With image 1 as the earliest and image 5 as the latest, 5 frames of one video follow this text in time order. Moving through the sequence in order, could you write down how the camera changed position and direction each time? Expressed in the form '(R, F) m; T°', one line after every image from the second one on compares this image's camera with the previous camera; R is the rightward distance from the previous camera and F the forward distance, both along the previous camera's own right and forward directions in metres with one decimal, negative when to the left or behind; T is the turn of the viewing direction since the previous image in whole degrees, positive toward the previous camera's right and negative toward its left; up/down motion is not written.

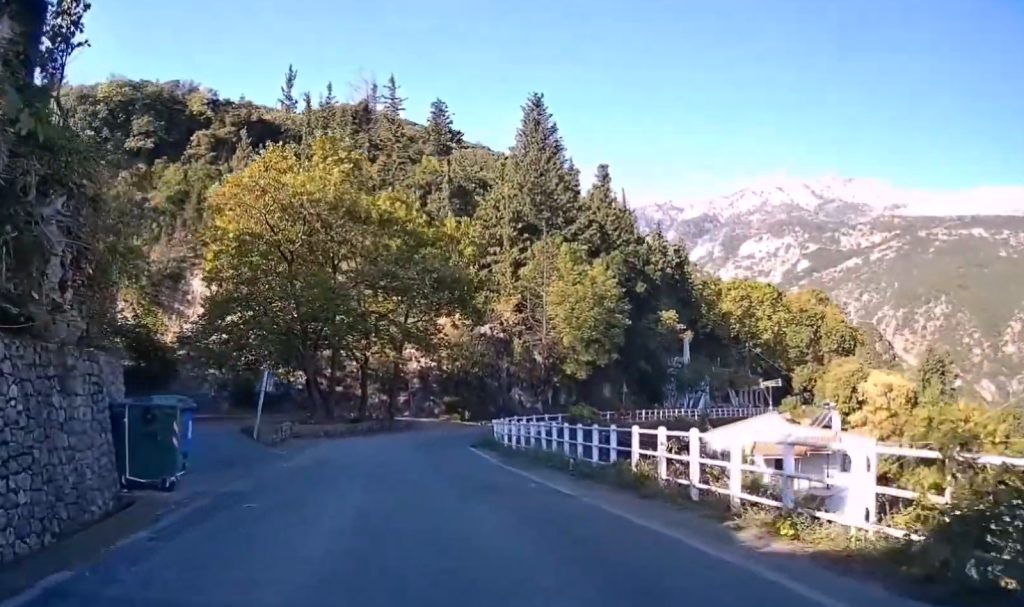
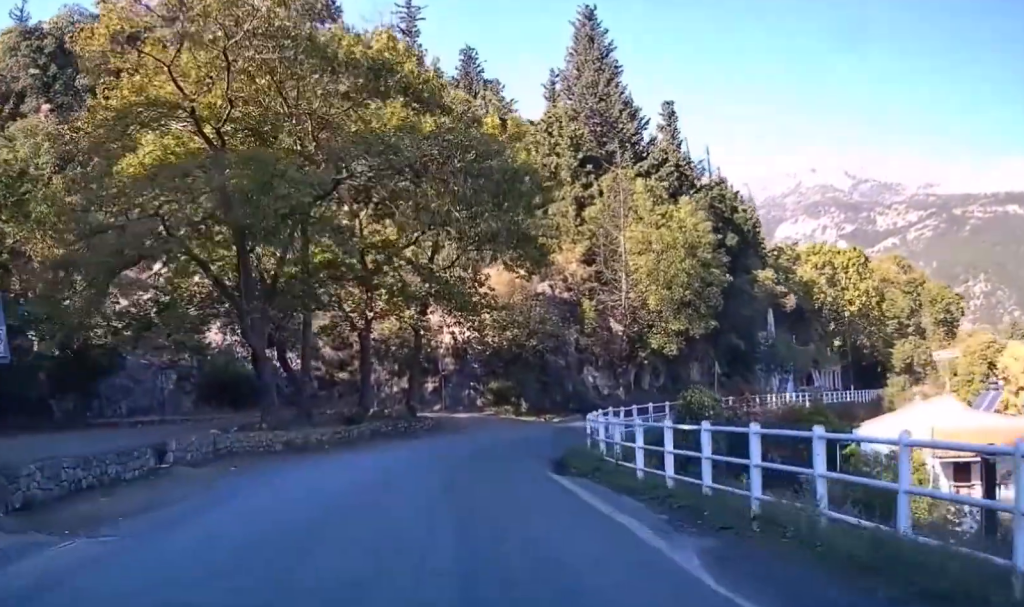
(+0.4, +16.0) m; +4°
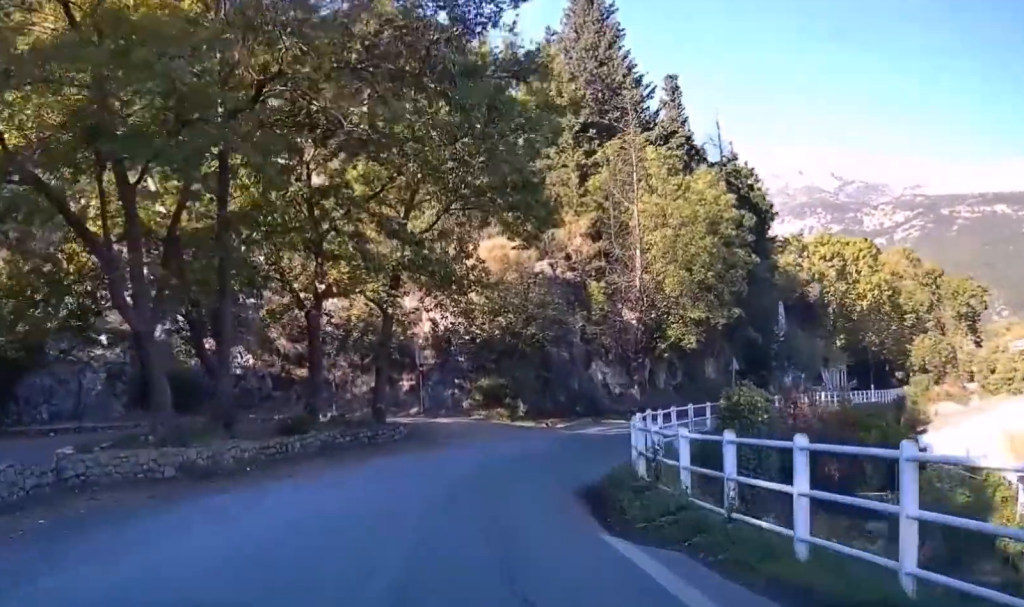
(0.0, +7.0) m; 0°
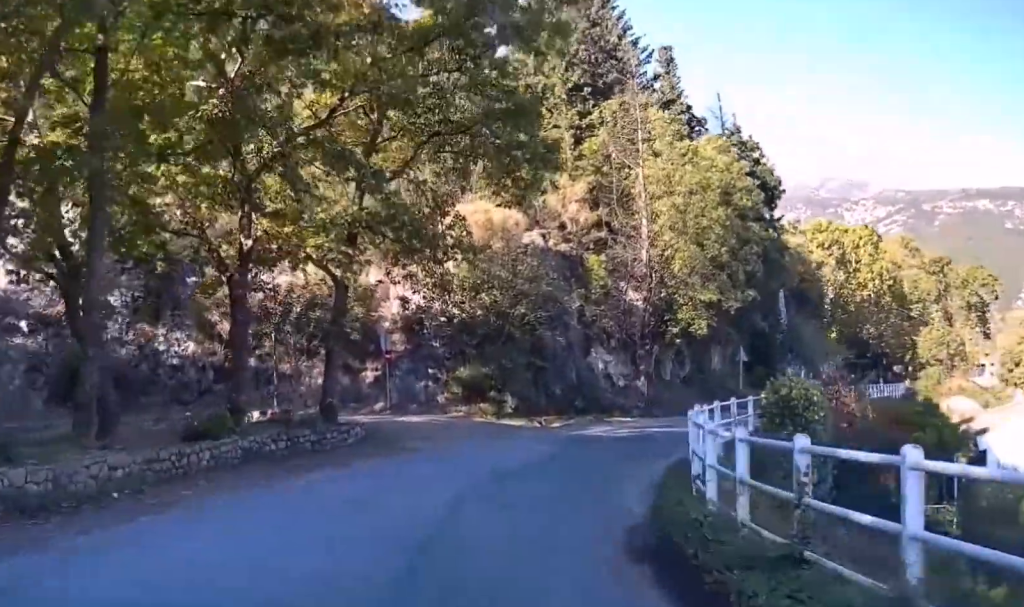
(0.0, +5.4) m; 0°
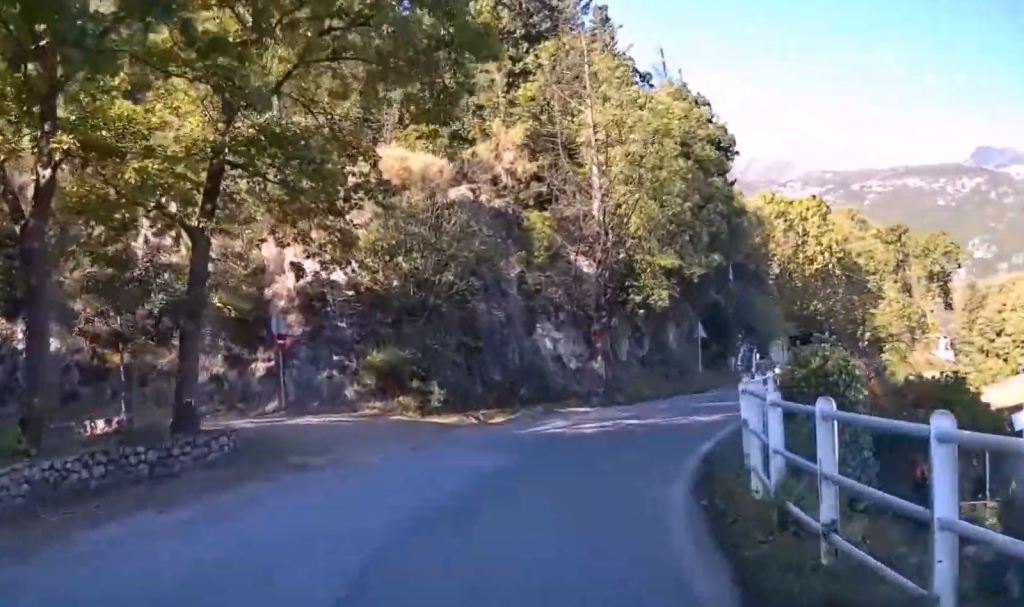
(0.0, +5.3) m; 0°
